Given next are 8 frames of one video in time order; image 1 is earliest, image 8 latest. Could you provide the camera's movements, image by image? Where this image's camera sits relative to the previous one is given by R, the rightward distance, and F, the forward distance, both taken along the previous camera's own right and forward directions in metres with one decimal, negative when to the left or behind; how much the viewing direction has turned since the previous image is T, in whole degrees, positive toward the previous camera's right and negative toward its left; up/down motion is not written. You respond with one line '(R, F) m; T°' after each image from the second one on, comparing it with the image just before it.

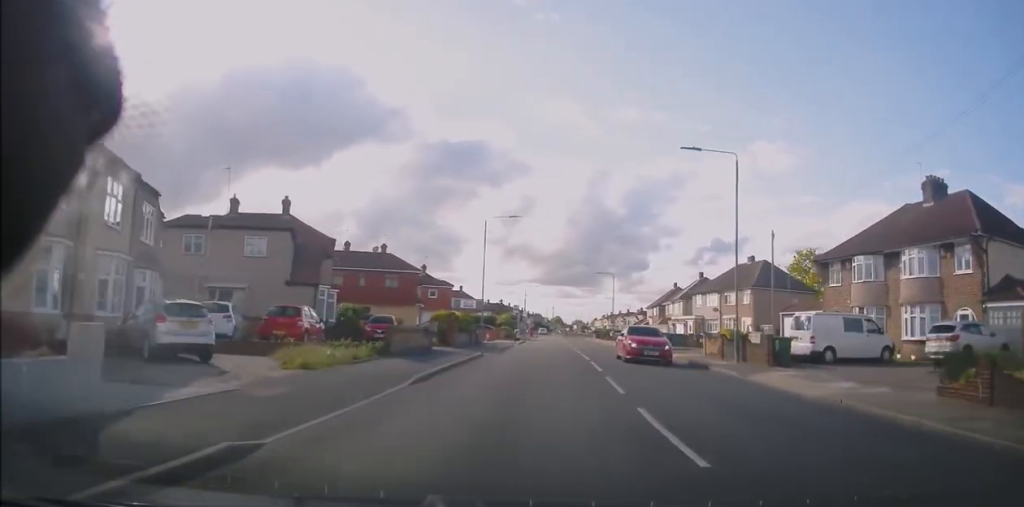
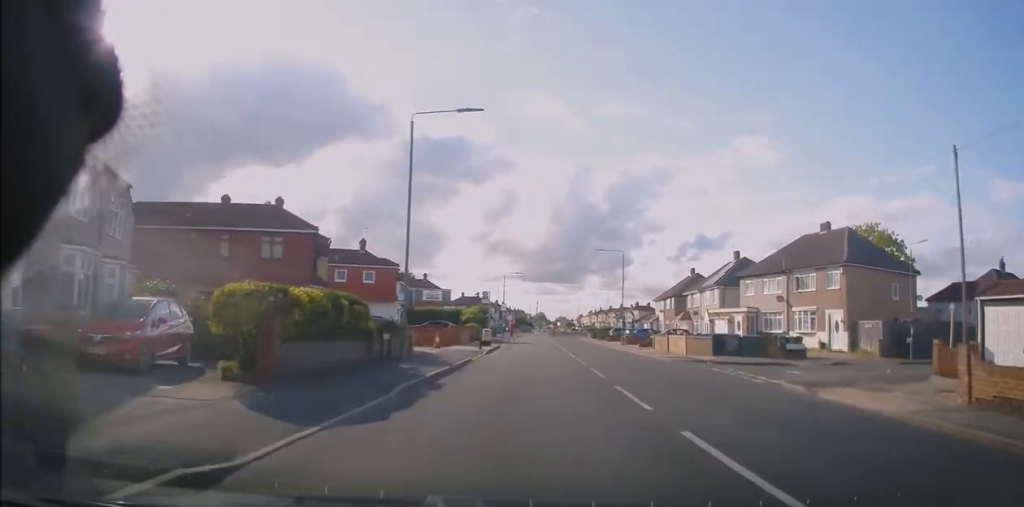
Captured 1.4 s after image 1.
(+0.4, +19.7) m; +1°
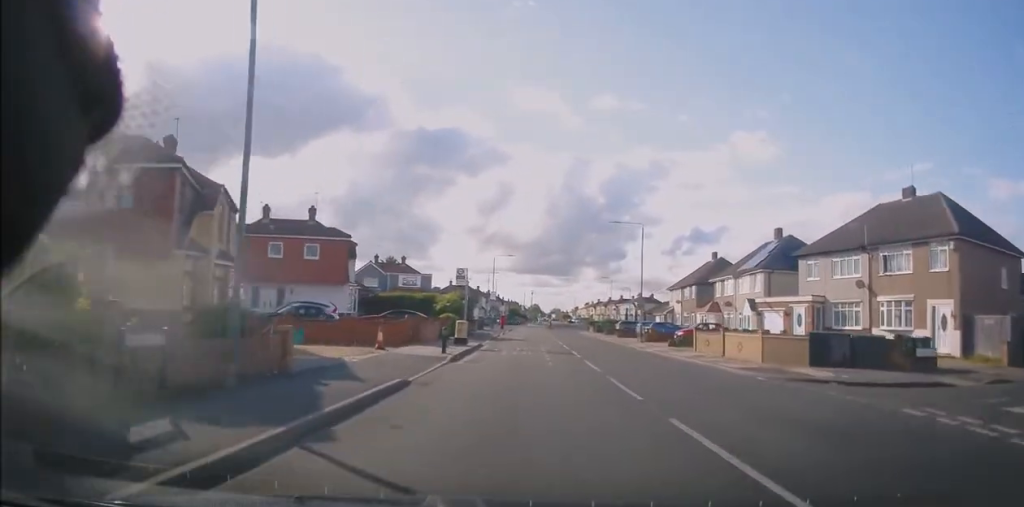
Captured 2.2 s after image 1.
(0.0, +11.3) m; +2°
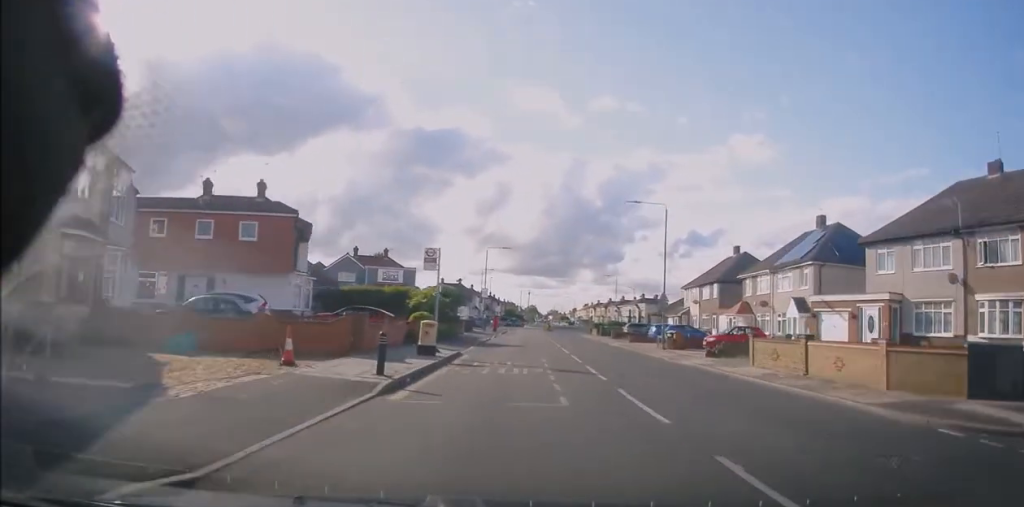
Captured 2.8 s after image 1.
(+0.1, +7.9) m; +1°
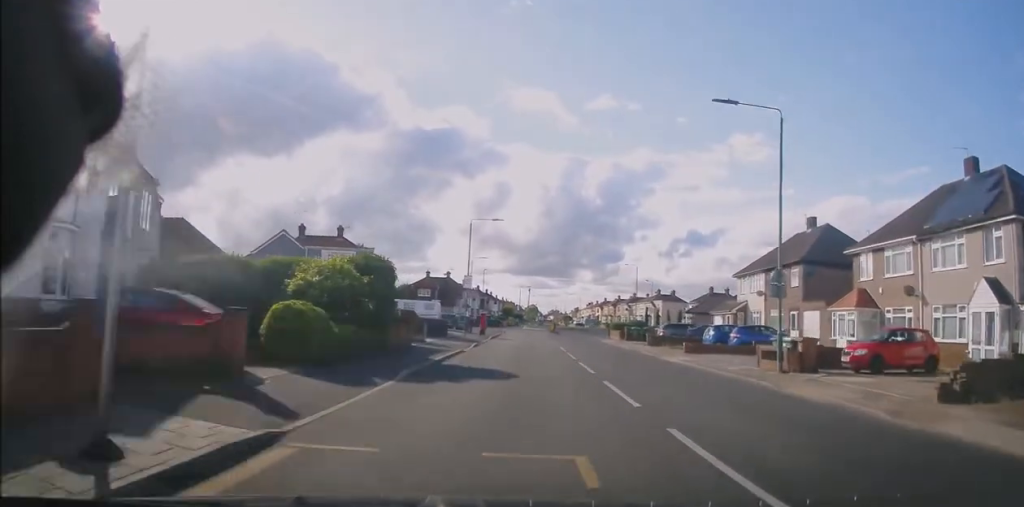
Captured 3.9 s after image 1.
(+0.1, +16.2) m; -1°
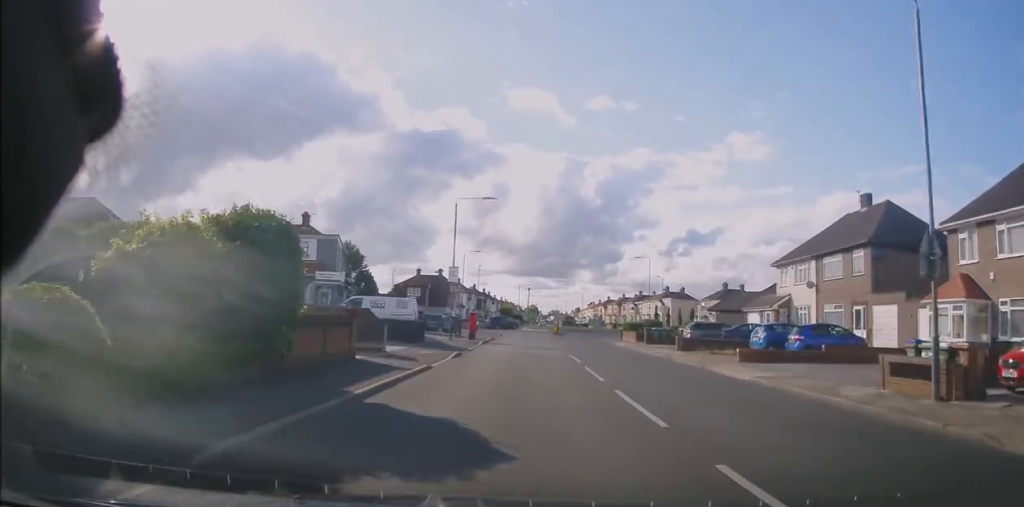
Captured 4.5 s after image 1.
(-0.1, +7.9) m; -1°
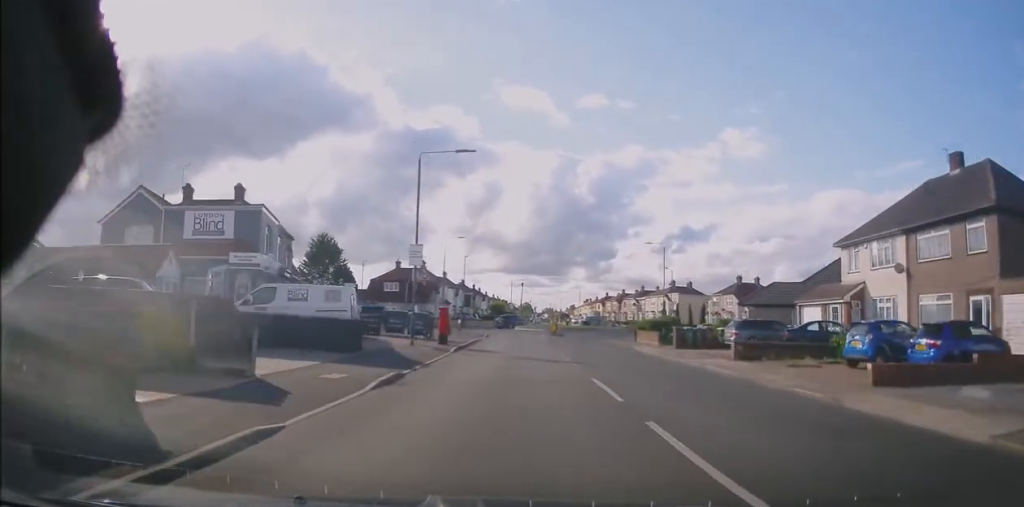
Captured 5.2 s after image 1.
(0.0, +9.7) m; +2°
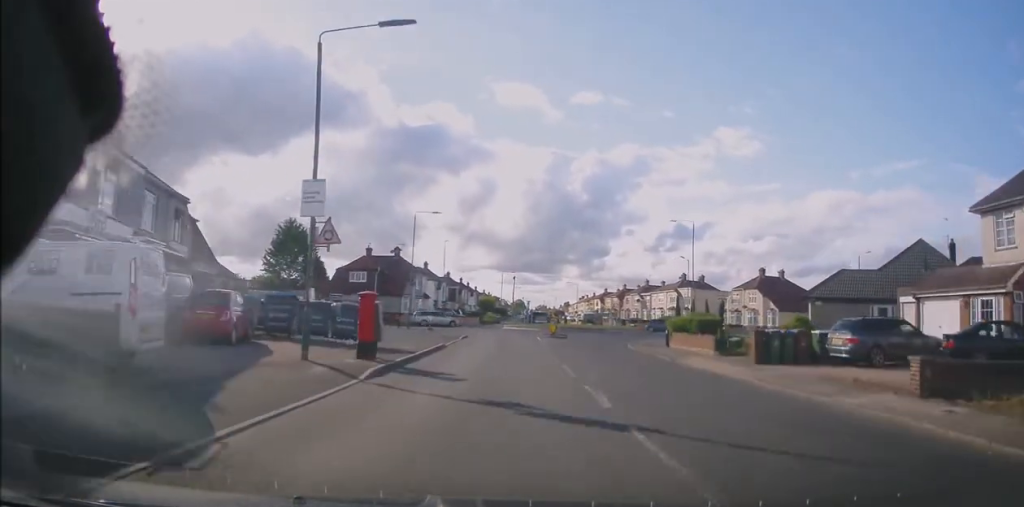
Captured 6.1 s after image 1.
(+0.4, +11.6) m; +2°
